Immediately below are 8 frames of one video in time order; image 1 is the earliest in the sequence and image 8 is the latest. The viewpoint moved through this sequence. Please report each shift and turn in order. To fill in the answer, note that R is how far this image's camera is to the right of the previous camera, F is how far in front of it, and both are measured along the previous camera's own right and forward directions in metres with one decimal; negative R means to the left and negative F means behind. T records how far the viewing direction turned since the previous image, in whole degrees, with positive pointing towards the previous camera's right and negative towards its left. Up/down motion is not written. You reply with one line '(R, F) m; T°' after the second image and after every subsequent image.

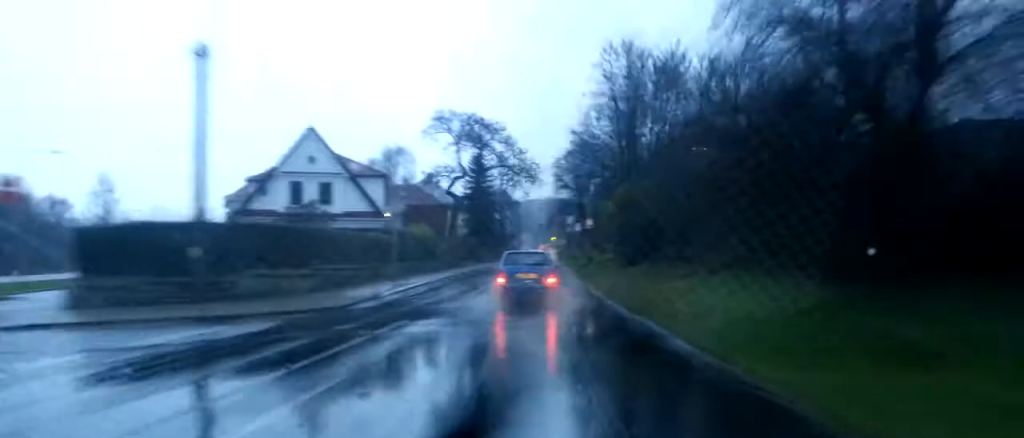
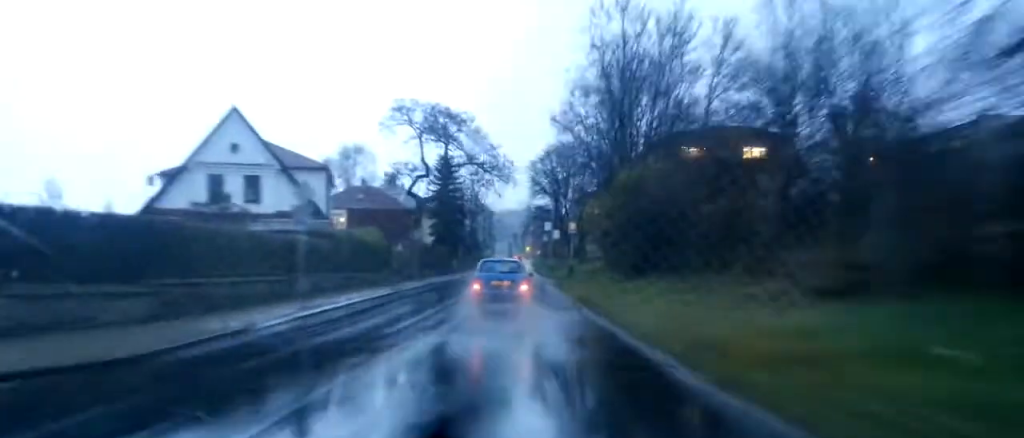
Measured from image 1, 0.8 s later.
(0.0, +10.4) m; -1°
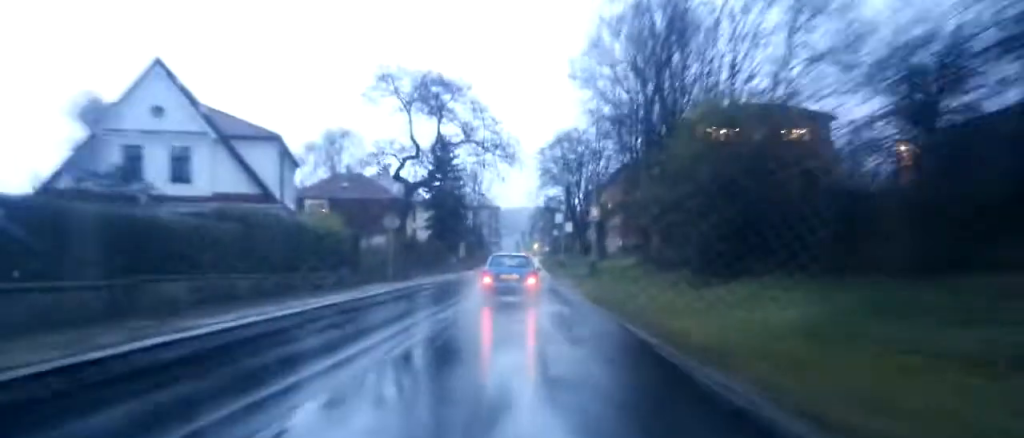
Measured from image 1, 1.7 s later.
(-0.3, +11.5) m; -2°
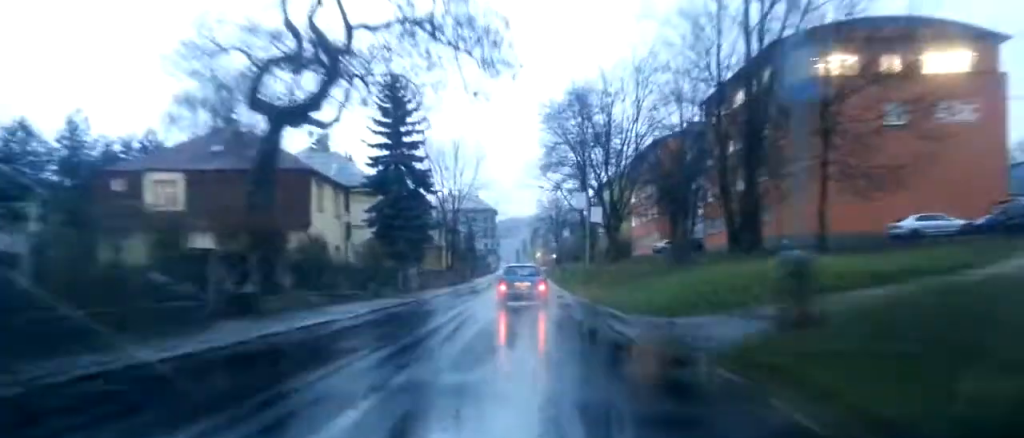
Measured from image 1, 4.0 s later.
(-0.4, +32.6) m; 0°
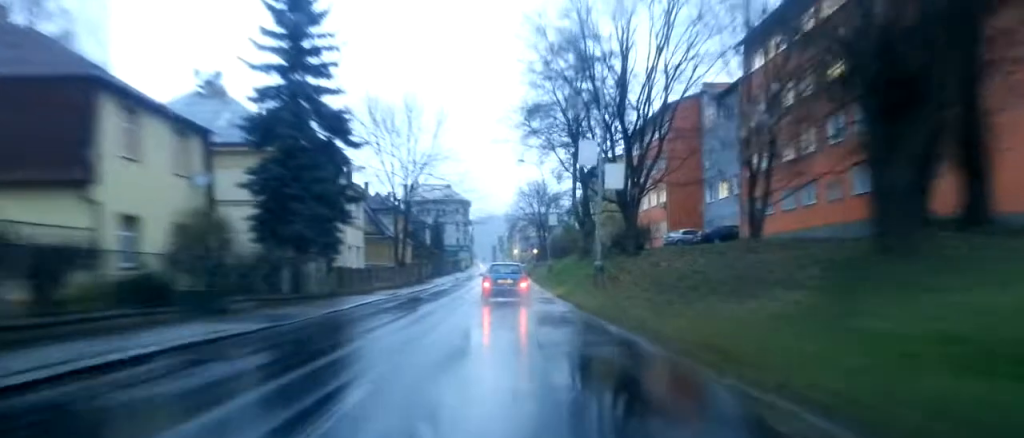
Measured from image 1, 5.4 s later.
(-0.3, +21.8) m; -1°
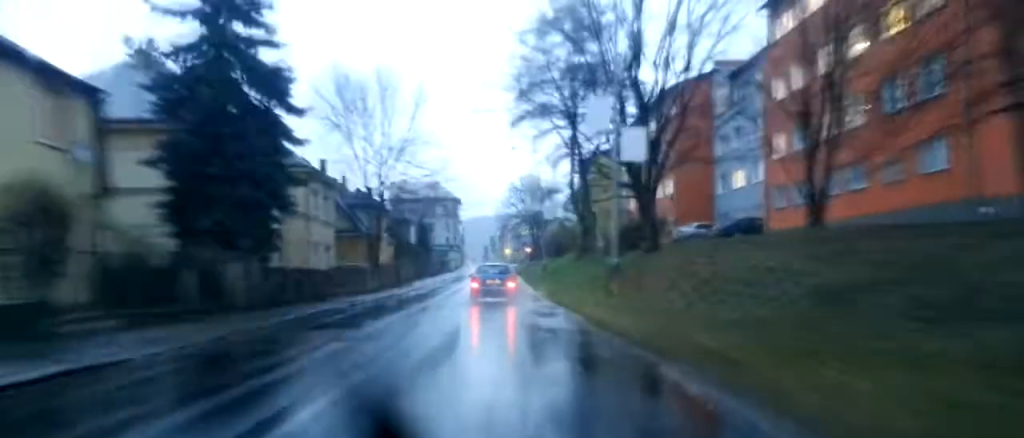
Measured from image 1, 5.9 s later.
(+0.1, +8.7) m; 0°
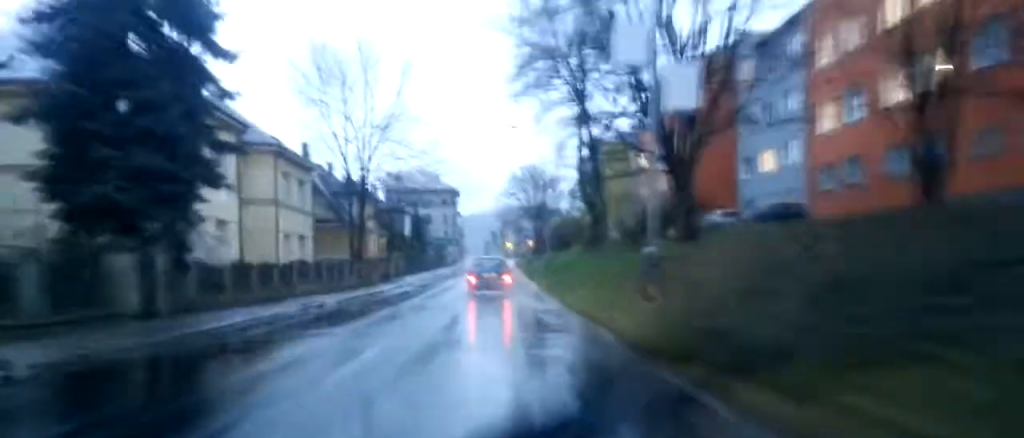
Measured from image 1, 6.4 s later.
(0.0, +7.7) m; 0°
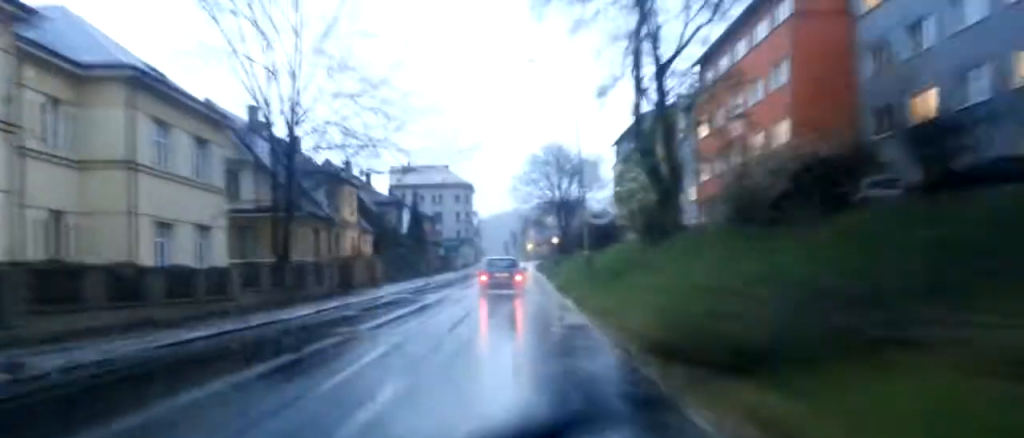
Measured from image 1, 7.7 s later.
(-0.1, +22.0) m; -2°
